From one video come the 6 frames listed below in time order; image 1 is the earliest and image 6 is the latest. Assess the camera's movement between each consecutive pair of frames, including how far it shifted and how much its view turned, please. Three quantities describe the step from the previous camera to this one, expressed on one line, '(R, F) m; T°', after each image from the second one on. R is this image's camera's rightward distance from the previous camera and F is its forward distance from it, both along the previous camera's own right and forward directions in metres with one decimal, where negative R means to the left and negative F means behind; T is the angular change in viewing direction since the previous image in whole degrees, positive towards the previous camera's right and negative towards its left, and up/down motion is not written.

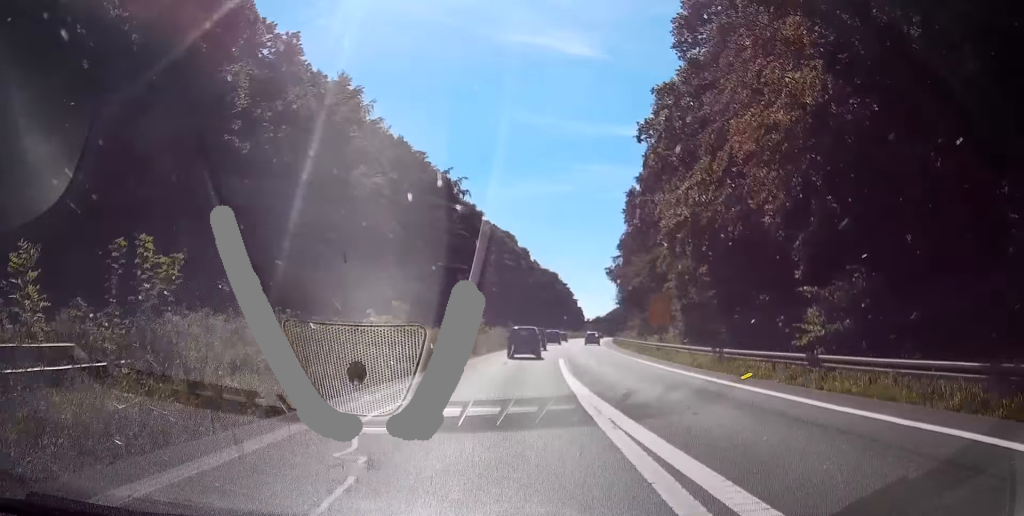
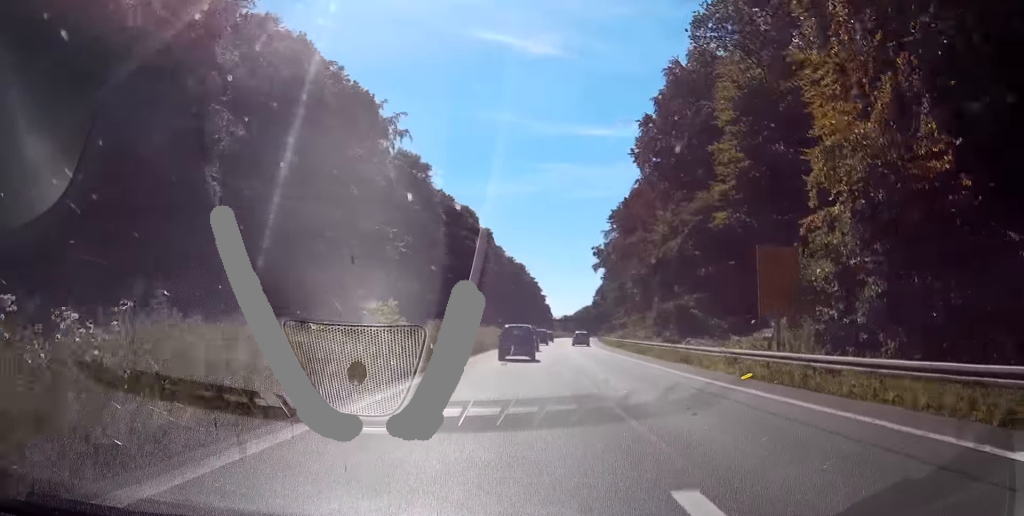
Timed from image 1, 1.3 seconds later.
(+0.4, +31.1) m; +1°
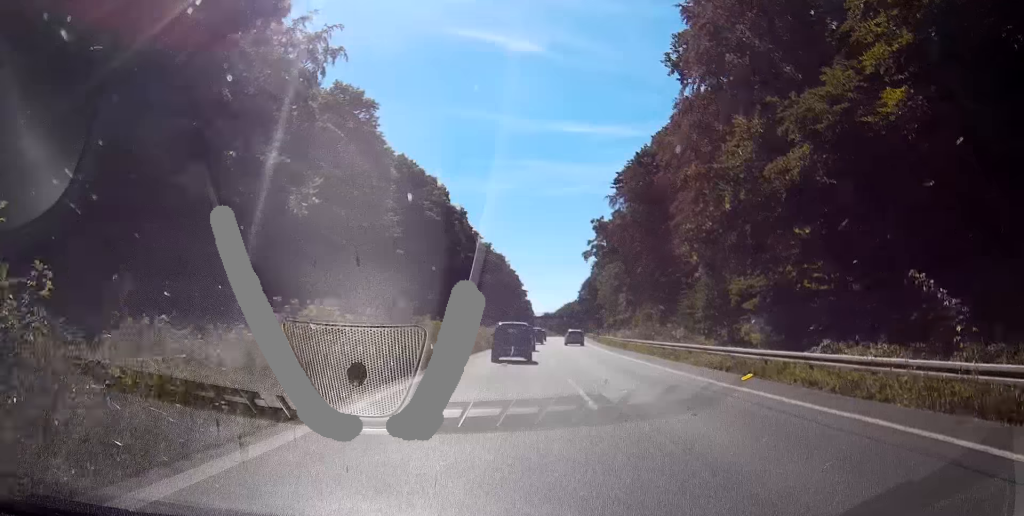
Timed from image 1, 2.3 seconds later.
(+0.1, +22.2) m; 0°
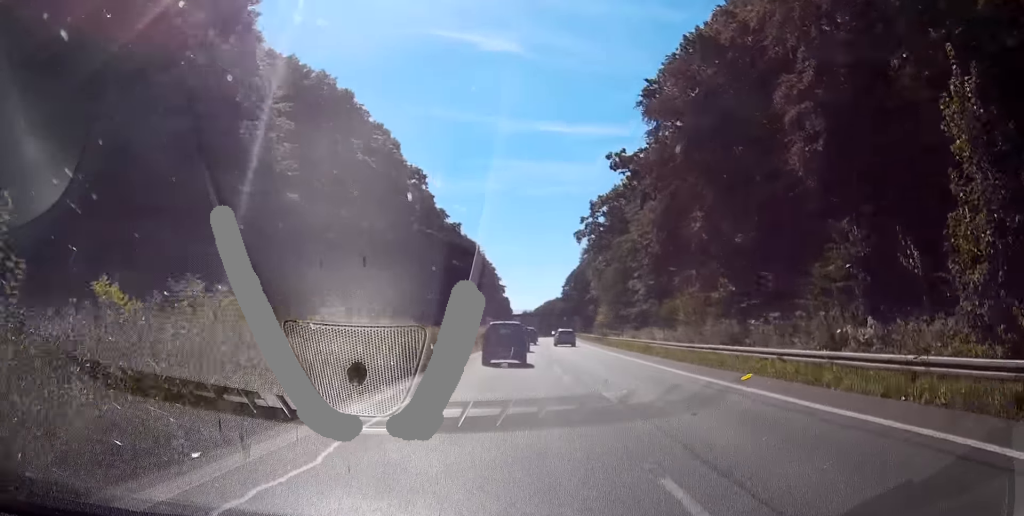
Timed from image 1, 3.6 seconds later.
(+0.2, +27.7) m; +1°
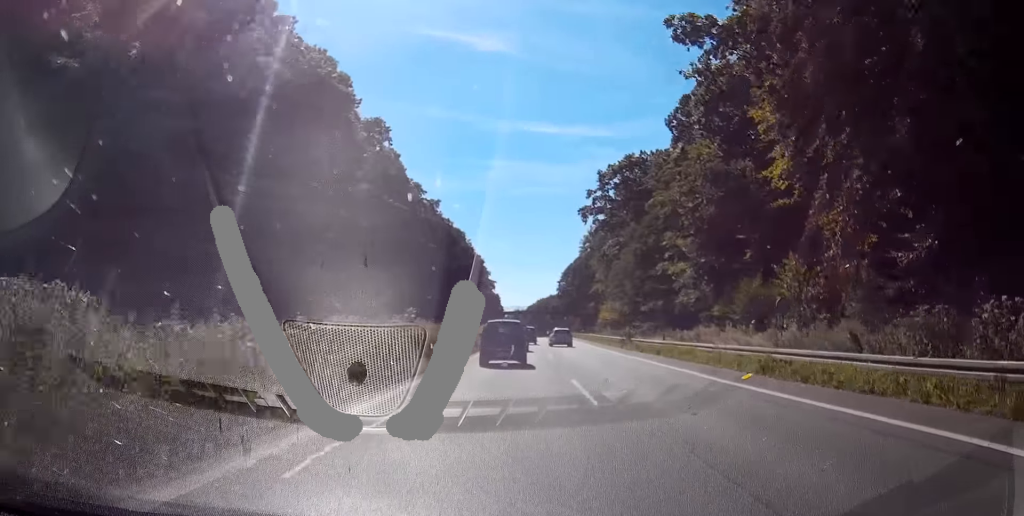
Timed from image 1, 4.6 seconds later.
(+0.2, +21.6) m; 0°
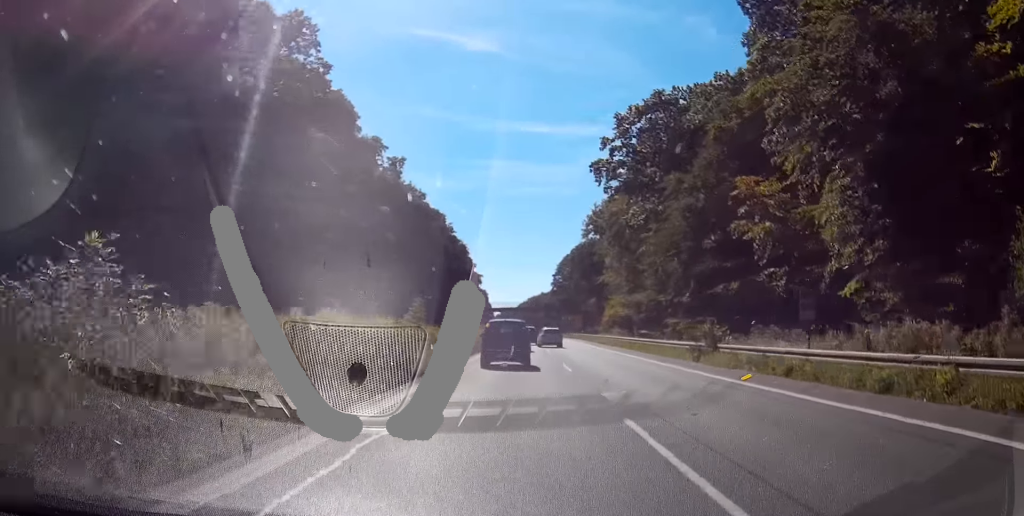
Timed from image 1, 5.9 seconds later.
(+0.1, +24.2) m; +1°
